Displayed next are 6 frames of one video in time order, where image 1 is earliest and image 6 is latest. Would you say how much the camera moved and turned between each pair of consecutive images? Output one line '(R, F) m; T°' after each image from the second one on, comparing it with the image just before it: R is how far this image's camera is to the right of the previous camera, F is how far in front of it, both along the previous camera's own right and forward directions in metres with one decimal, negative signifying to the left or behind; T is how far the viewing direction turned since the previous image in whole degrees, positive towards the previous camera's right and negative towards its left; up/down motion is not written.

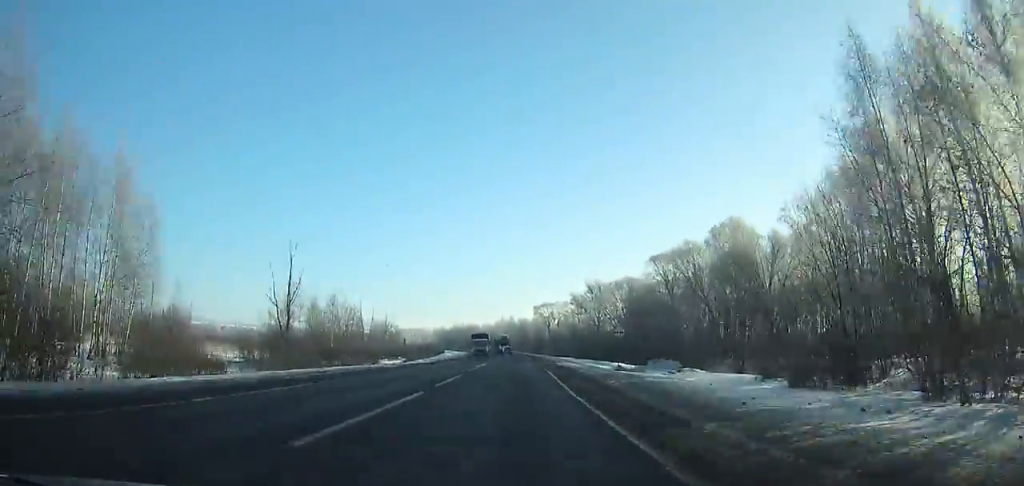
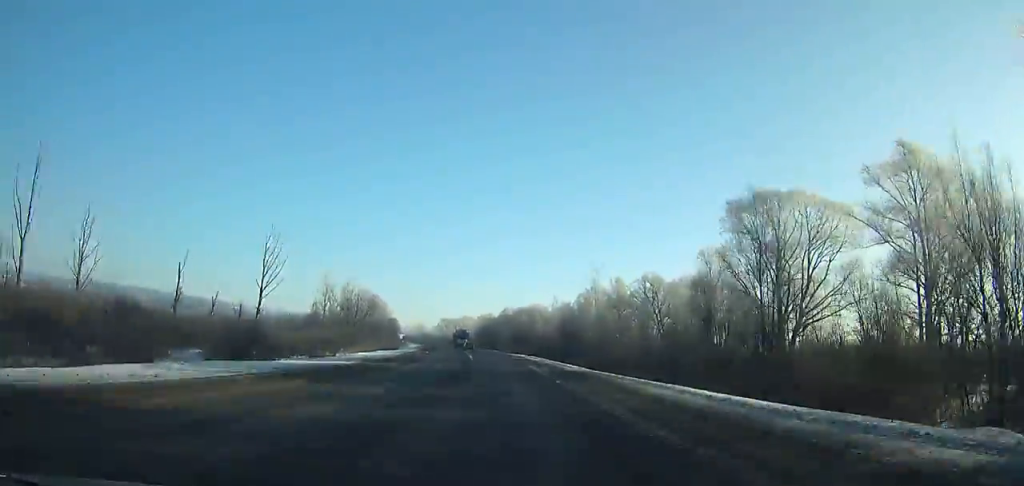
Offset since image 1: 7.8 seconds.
(-12.3, +183.4) m; -10°
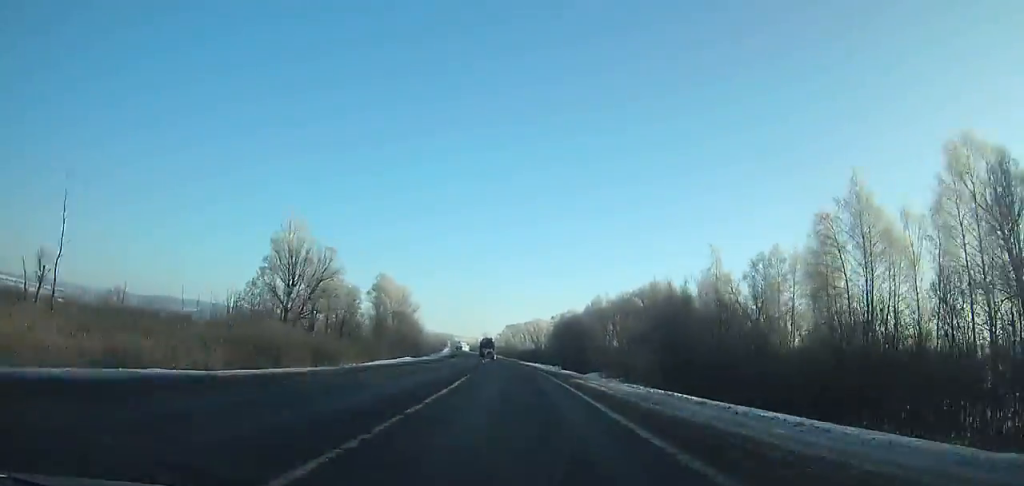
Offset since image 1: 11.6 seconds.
(-5.3, +91.4) m; -6°
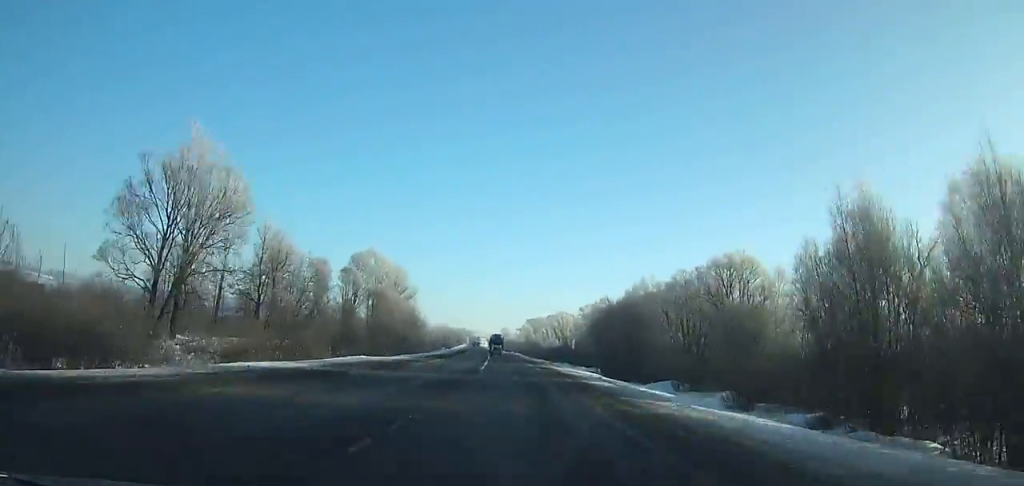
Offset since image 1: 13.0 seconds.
(-0.4, +33.8) m; -2°
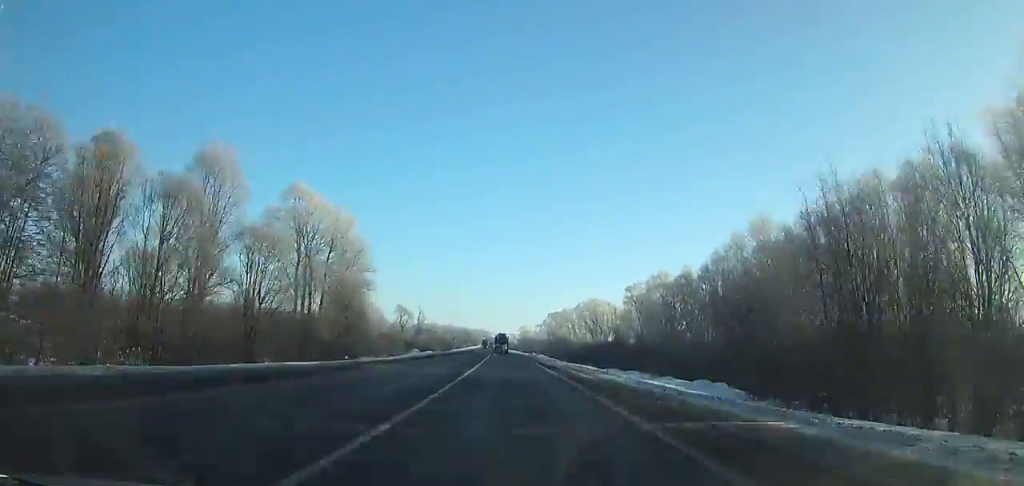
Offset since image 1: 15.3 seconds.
(-0.9, +55.4) m; -2°
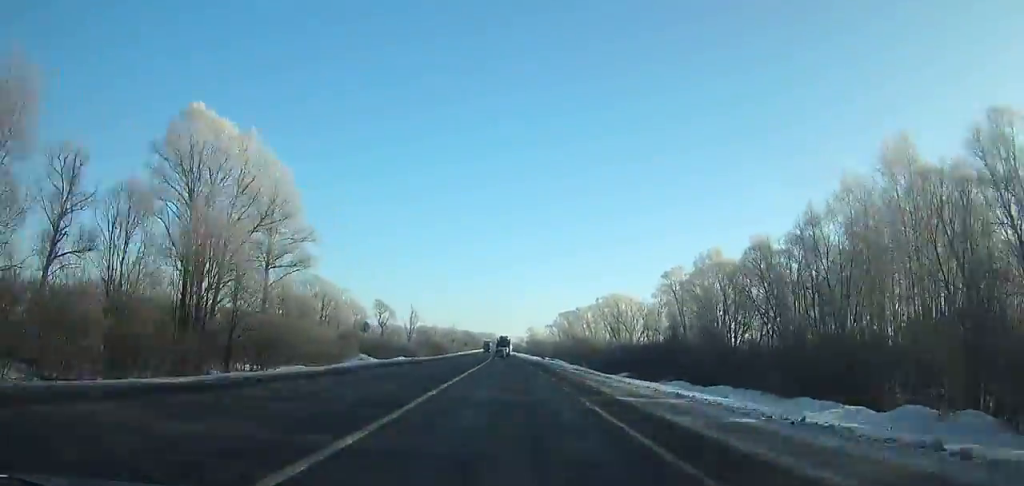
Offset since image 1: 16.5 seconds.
(-0.4, +28.8) m; -1°
